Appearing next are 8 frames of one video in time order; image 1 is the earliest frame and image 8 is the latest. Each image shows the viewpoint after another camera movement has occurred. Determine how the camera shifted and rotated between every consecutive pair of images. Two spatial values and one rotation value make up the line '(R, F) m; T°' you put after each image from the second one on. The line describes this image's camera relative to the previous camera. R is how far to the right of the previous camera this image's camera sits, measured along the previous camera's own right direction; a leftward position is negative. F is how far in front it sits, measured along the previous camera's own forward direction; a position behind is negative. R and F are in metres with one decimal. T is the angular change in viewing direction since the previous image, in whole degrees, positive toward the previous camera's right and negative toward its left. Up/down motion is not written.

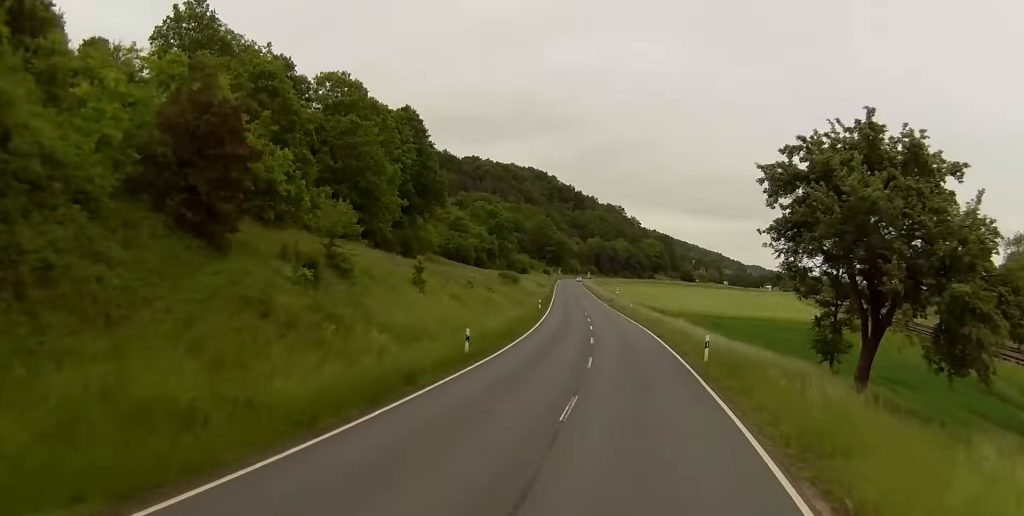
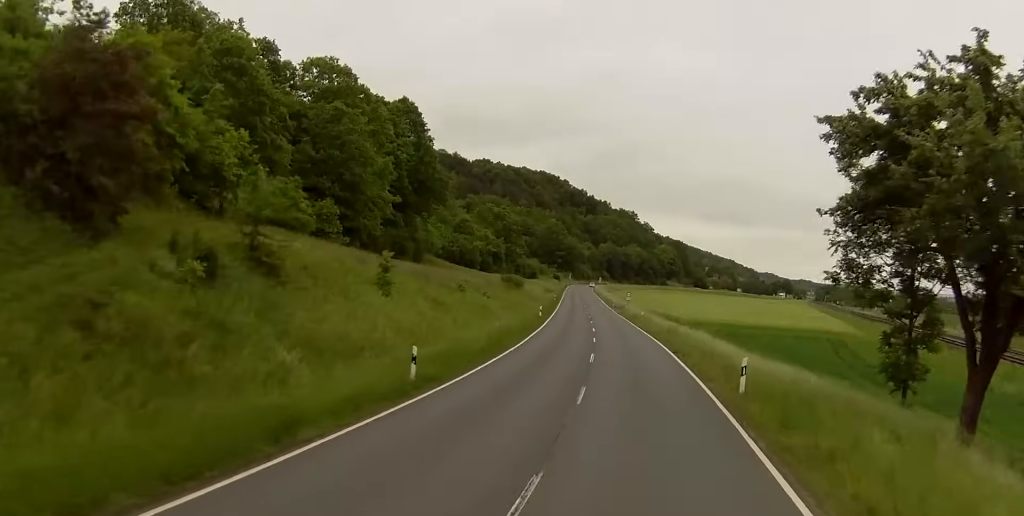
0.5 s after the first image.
(0.0, +8.6) m; 0°
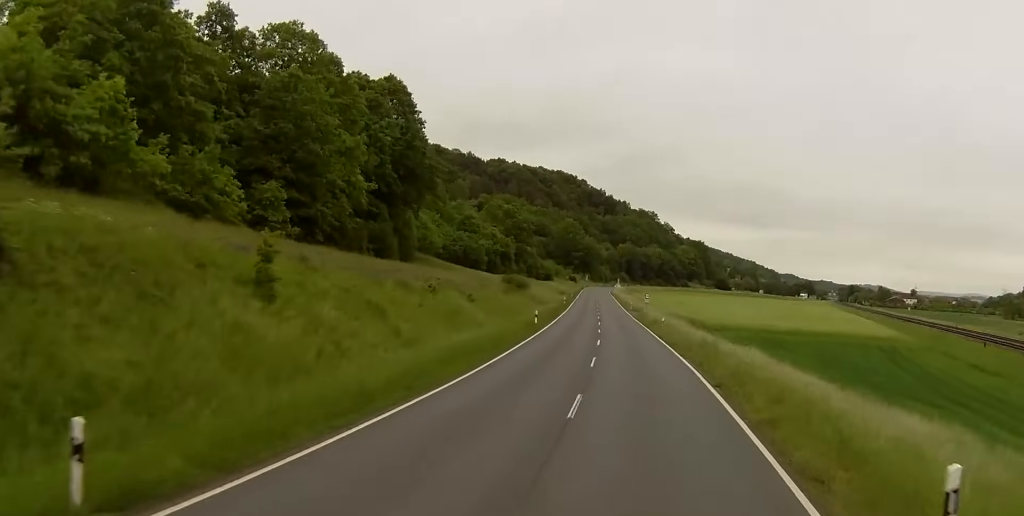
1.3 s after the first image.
(0.0, +13.4) m; -1°
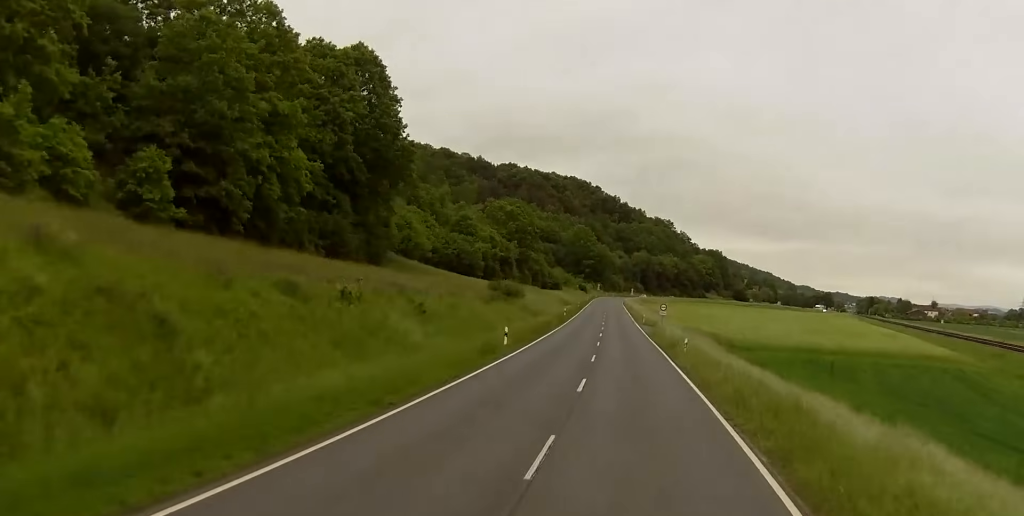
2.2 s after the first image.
(-0.2, +14.8) m; -2°
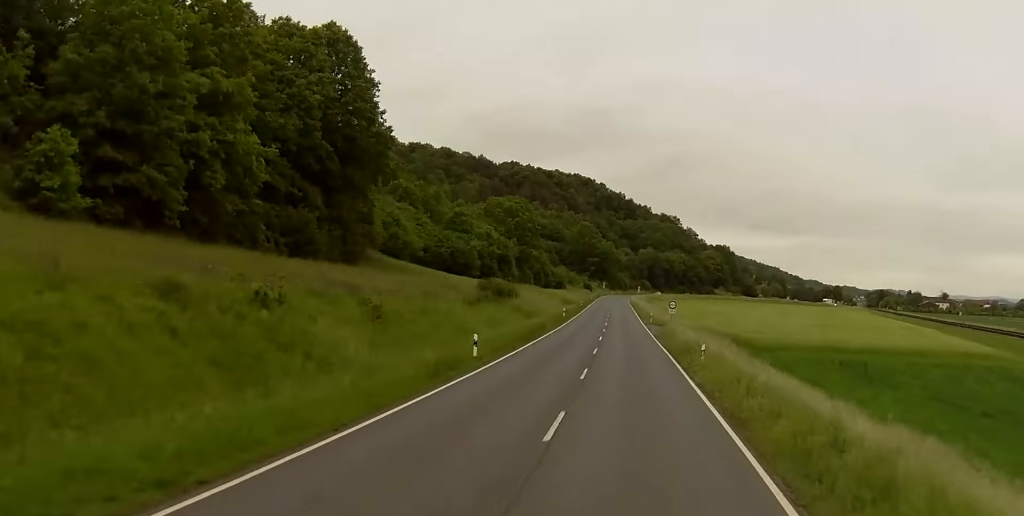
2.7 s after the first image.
(-0.2, +7.9) m; -1°
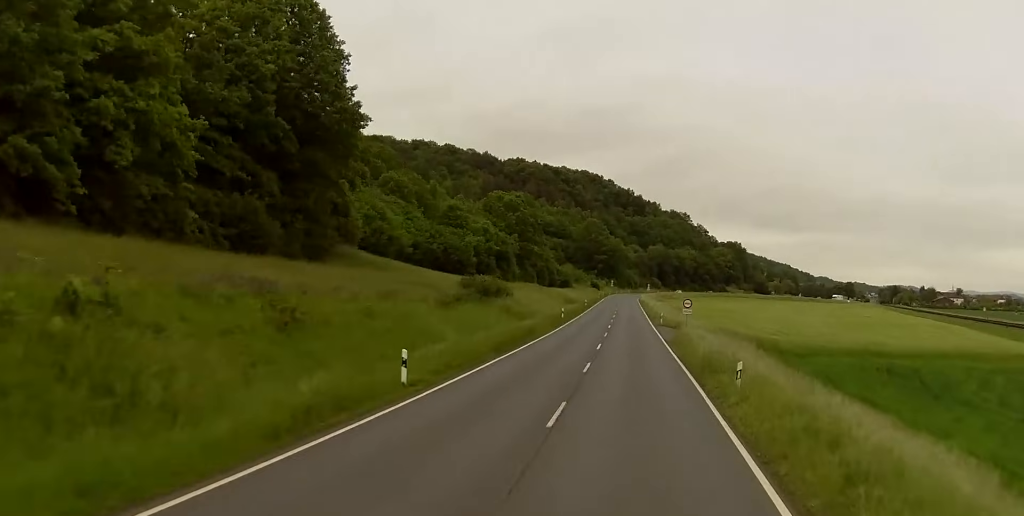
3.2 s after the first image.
(-0.2, +9.7) m; -1°
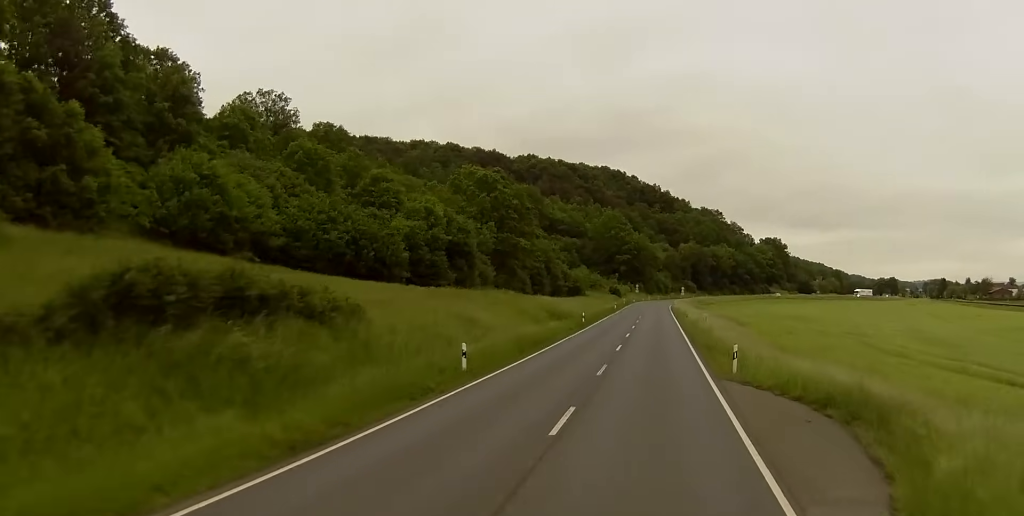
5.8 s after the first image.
(-1.1, +54.6) m; -3°
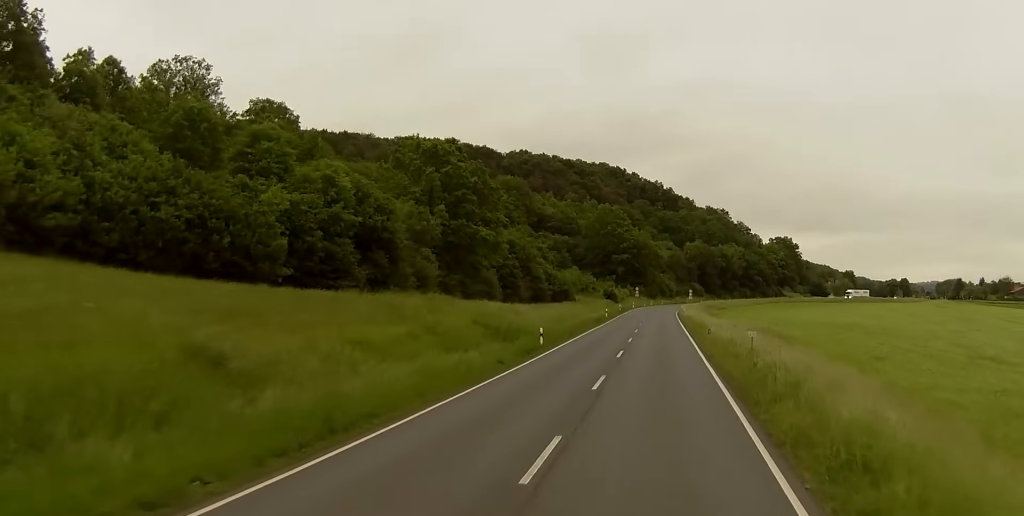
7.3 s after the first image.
(-0.3, +31.7) m; -1°
